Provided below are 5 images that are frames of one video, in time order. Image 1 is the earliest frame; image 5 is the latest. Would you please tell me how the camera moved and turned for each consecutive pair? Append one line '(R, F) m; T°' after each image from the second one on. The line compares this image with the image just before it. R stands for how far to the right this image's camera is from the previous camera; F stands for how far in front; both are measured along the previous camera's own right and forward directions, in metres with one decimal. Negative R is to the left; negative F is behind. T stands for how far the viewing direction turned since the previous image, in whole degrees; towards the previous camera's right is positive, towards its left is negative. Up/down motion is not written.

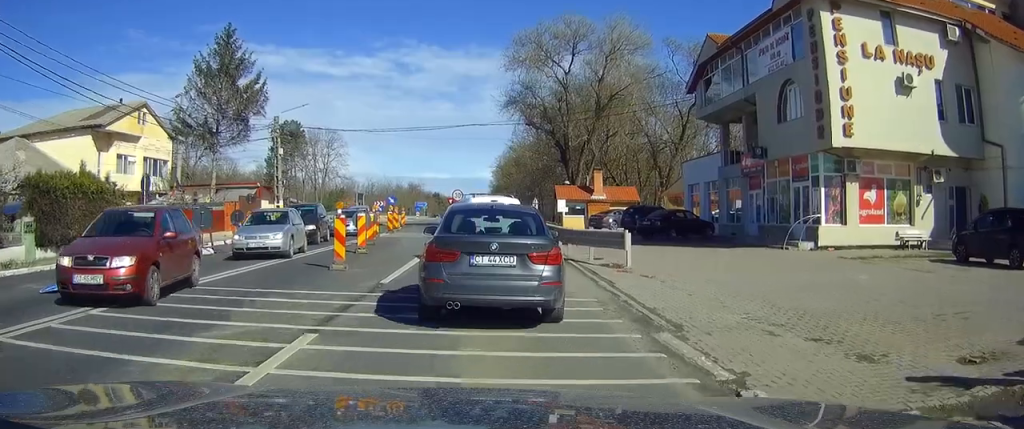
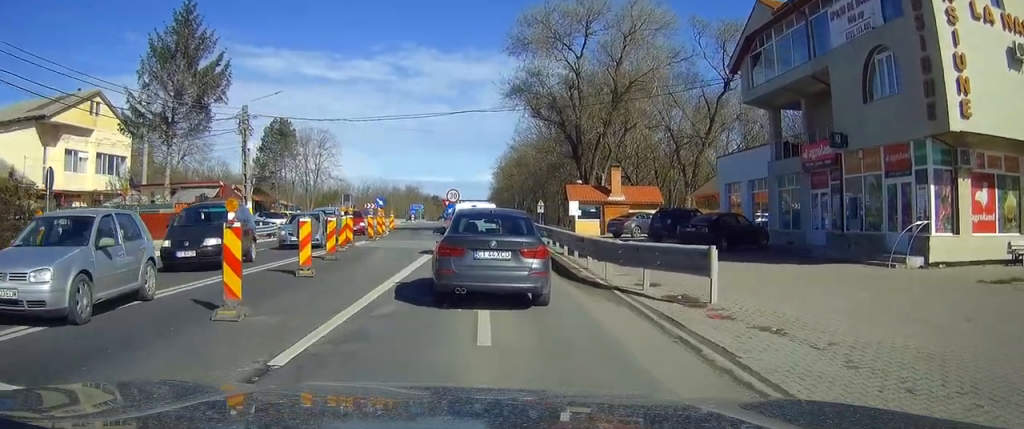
(-0.1, +7.1) m; -3°
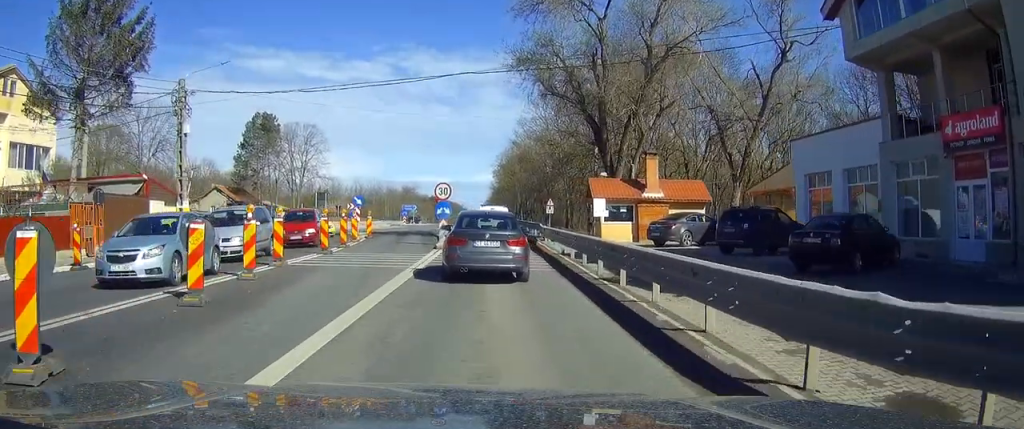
(-0.3, +9.7) m; -3°
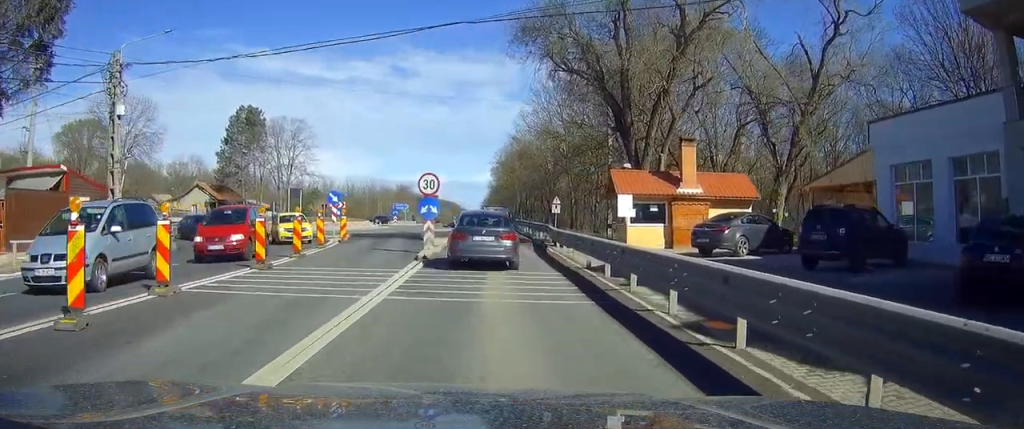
(-0.1, +6.8) m; +4°
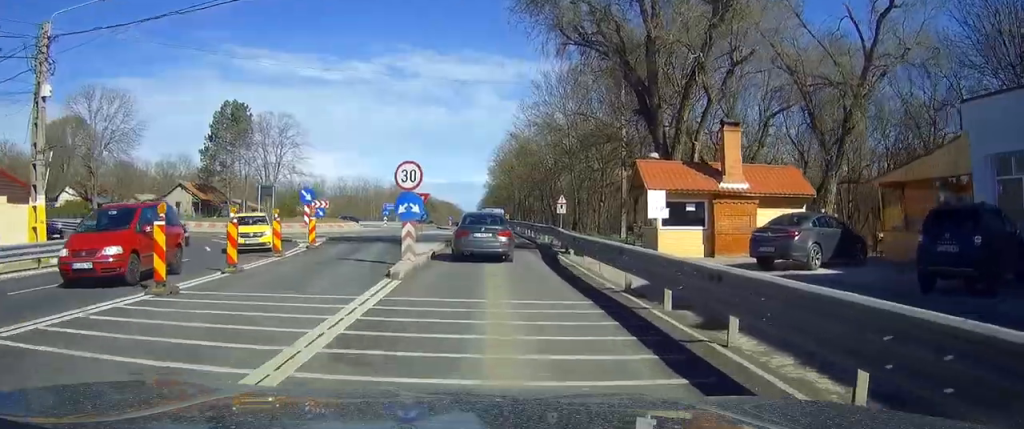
(+0.3, +5.7) m; +5°
